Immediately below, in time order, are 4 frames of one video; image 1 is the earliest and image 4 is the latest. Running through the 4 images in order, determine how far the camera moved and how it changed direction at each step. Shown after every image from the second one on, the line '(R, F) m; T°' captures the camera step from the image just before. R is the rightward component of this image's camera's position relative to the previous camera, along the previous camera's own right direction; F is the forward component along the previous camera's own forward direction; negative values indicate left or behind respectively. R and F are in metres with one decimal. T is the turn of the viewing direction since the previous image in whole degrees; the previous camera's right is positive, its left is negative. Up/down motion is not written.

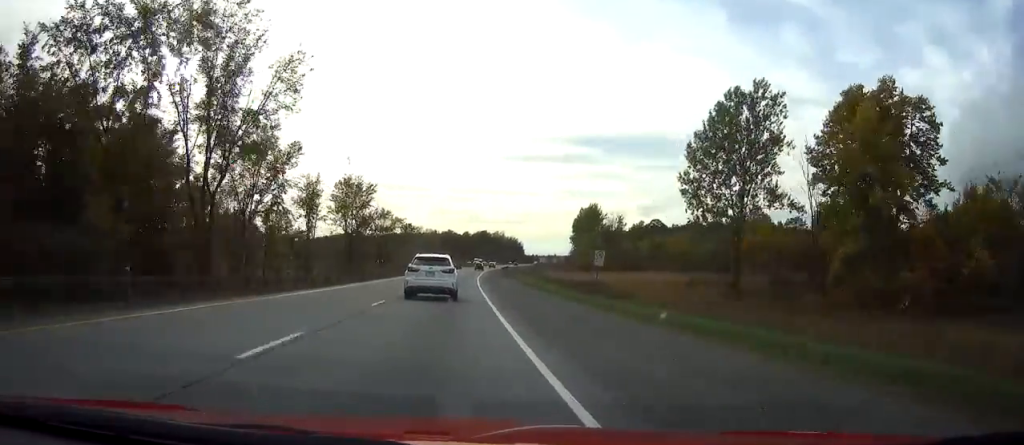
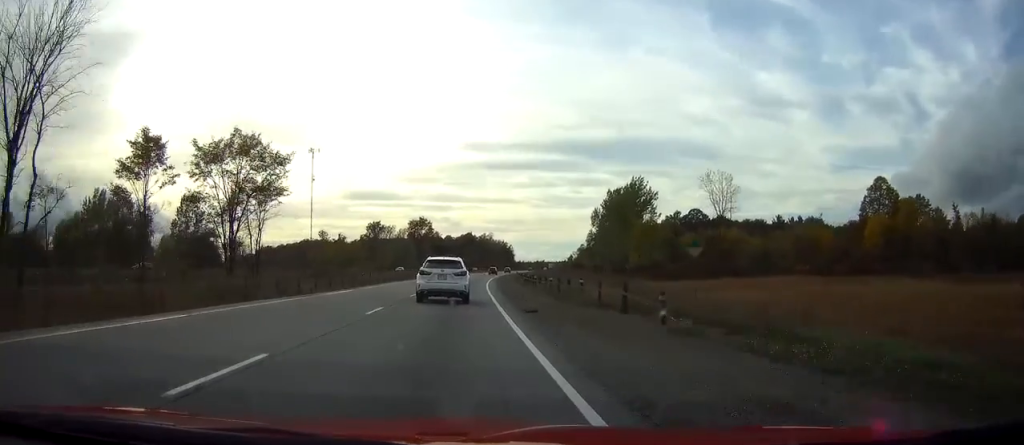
(+0.8, +73.1) m; +2°
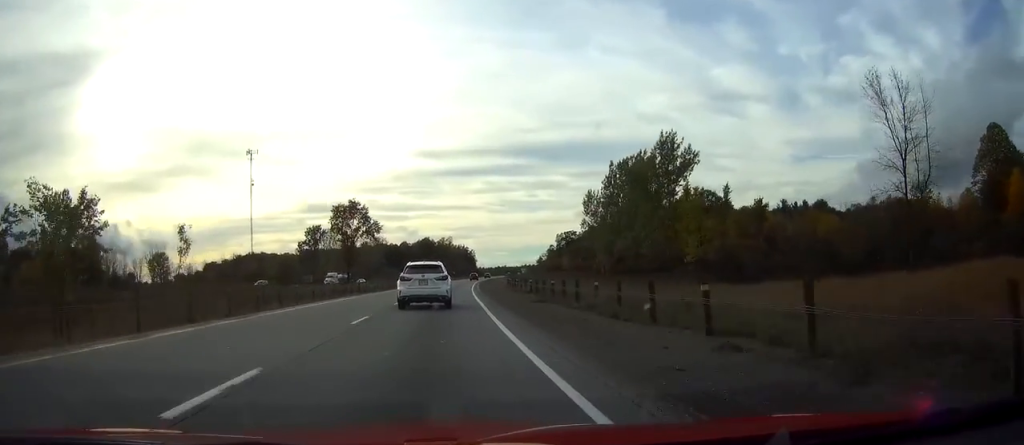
(+0.6, +47.5) m; +1°
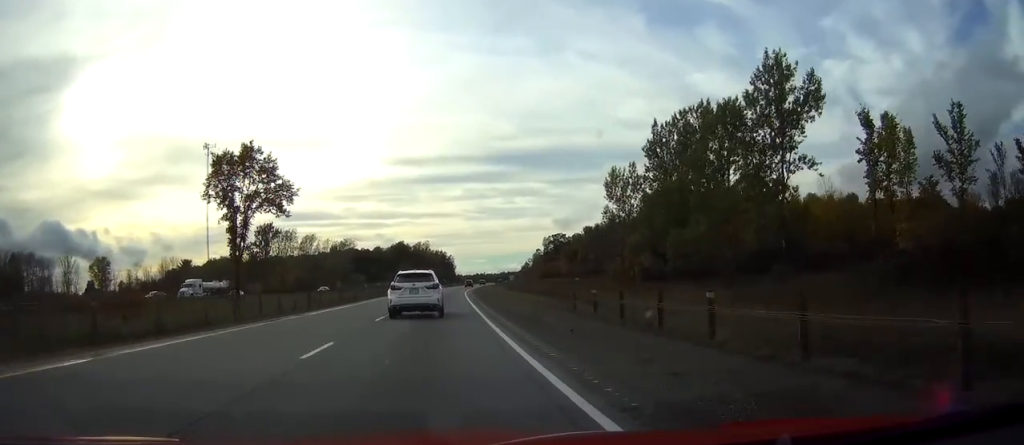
(+0.6, +41.3) m; +2°
